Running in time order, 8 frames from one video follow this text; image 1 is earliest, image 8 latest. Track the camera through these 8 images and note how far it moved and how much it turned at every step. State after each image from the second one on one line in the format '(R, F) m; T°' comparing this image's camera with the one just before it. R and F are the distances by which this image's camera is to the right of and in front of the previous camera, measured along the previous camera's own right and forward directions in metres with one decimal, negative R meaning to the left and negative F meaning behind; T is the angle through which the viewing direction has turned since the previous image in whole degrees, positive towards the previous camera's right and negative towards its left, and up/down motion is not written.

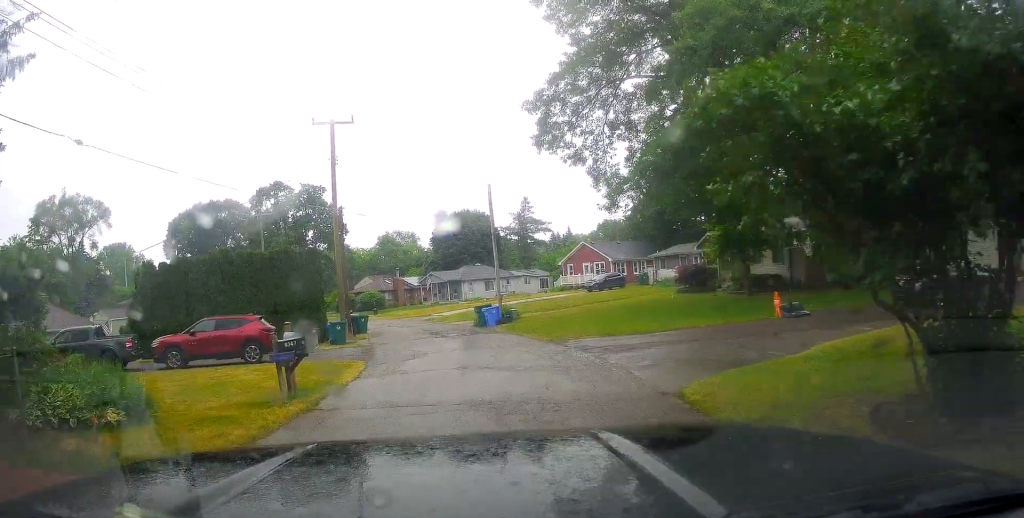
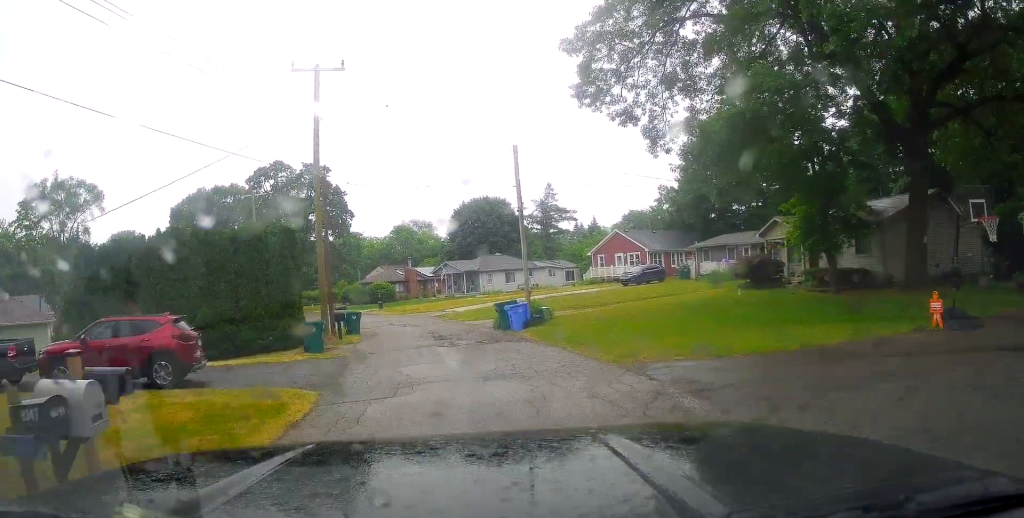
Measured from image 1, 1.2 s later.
(-0.6, +7.5) m; -5°
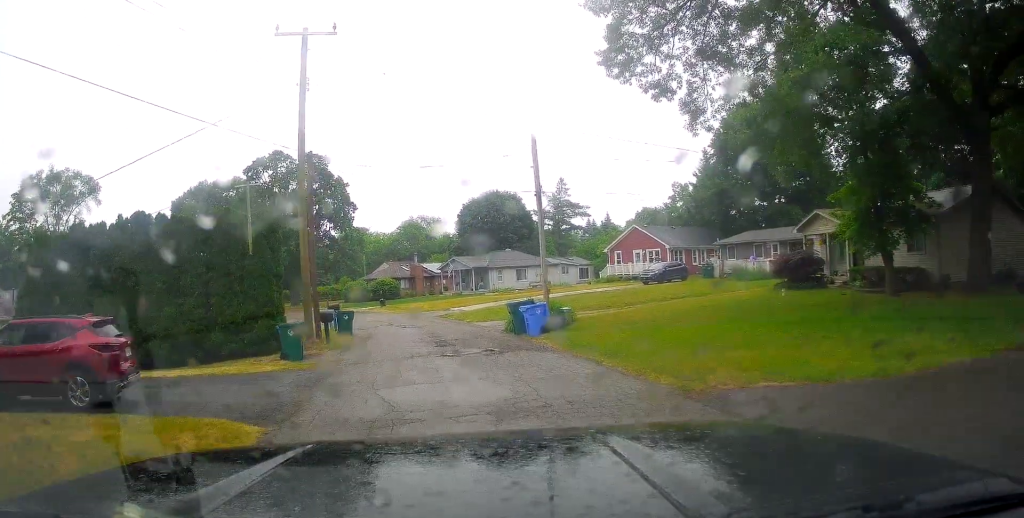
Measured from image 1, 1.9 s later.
(-0.1, +3.7) m; +1°
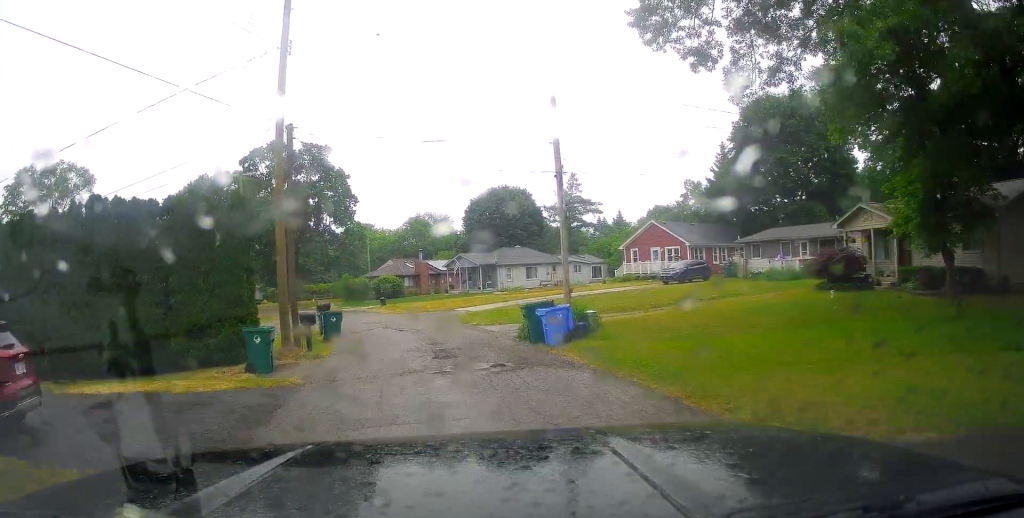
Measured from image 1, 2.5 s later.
(+0.1, +3.5) m; -2°
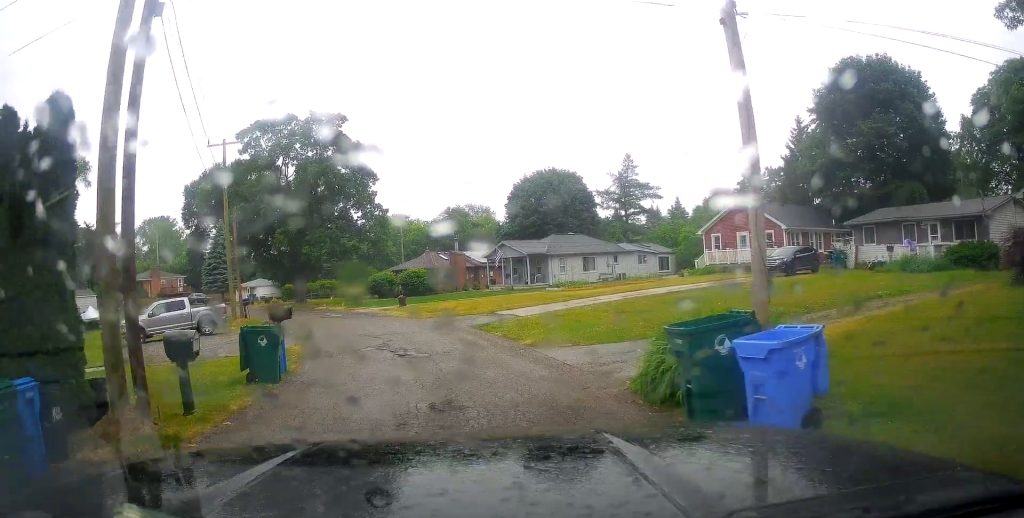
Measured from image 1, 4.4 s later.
(-1.0, +11.1) m; -7°
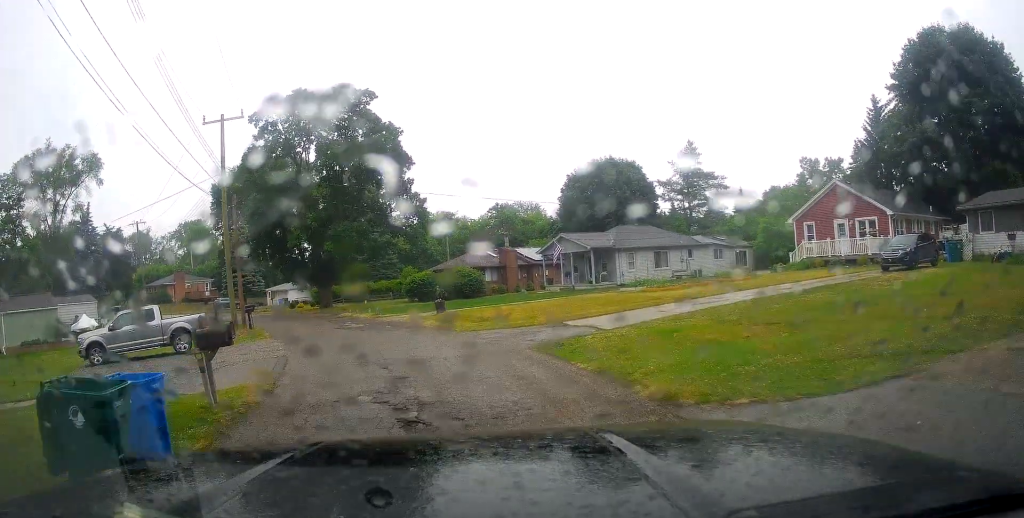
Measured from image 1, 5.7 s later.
(+0.3, +7.2) m; -2°
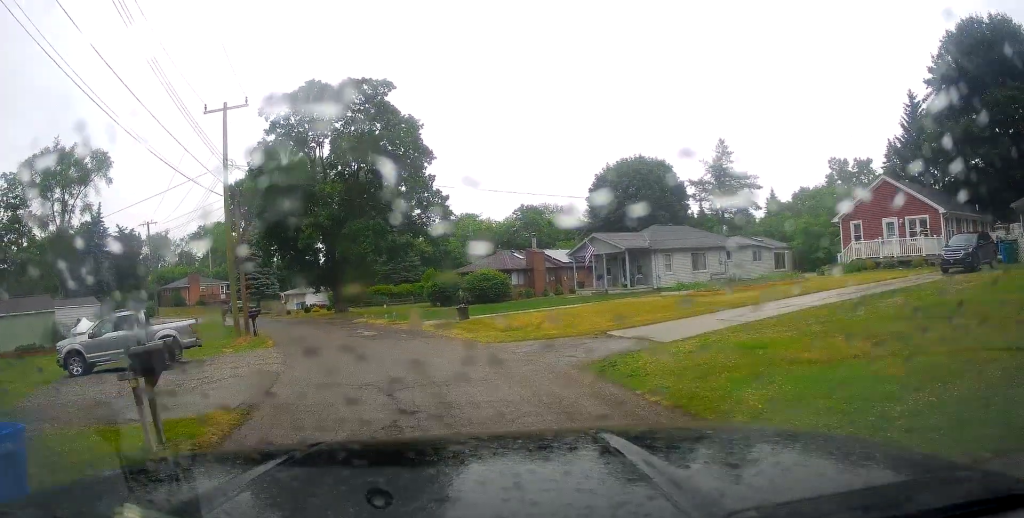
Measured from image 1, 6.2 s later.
(+0.1, +2.7) m; -3°
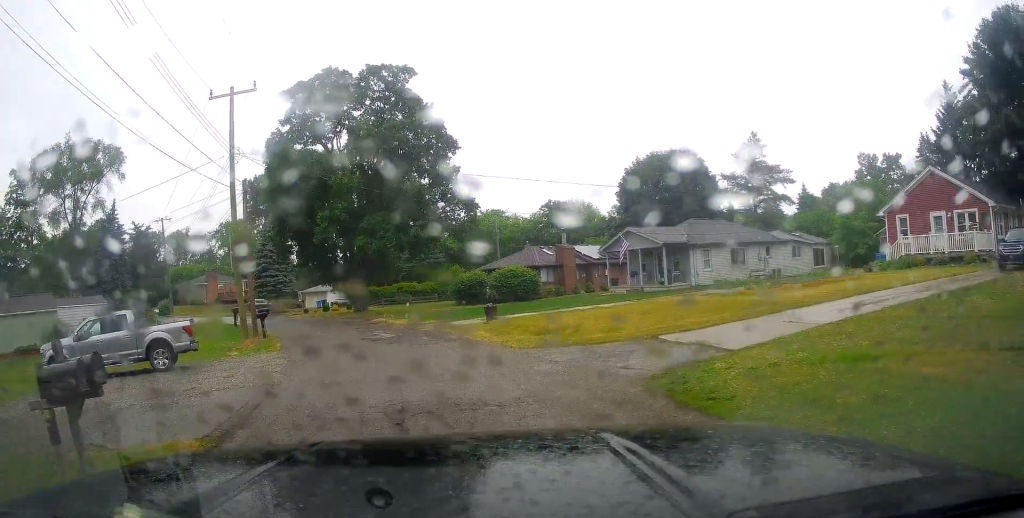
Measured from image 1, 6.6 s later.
(-0.4, +2.2) m; -2°
